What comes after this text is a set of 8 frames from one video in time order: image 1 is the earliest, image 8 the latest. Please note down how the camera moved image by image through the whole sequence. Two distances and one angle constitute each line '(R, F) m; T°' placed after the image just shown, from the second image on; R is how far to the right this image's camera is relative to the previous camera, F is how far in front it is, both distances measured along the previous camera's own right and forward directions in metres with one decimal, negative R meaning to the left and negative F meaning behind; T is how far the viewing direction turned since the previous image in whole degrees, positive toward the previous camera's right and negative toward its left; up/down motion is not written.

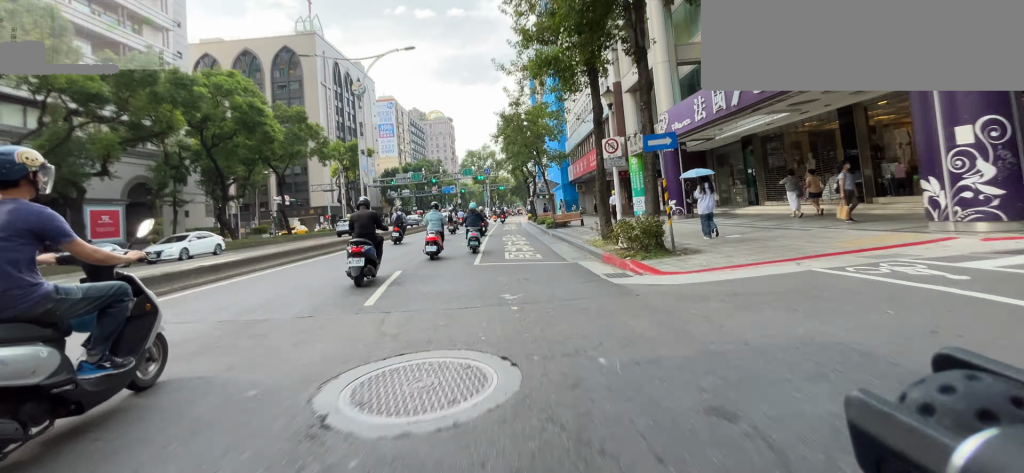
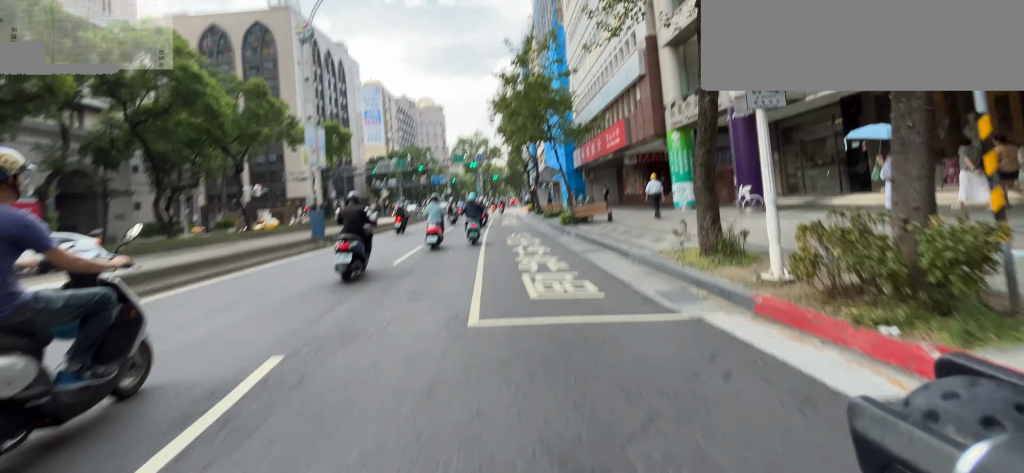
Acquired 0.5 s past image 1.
(0.0, +6.1) m; +1°
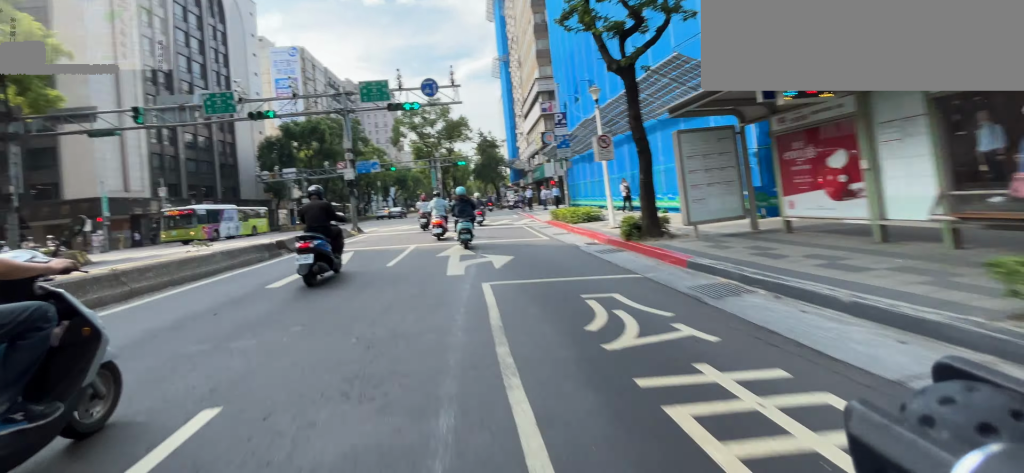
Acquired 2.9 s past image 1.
(+0.9, +31.4) m; +2°
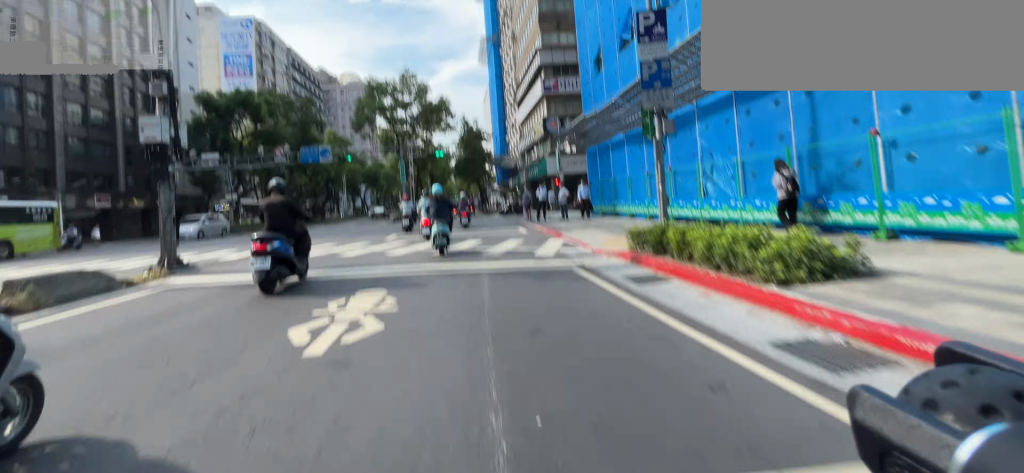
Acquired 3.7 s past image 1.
(0.0, +10.9) m; 0°
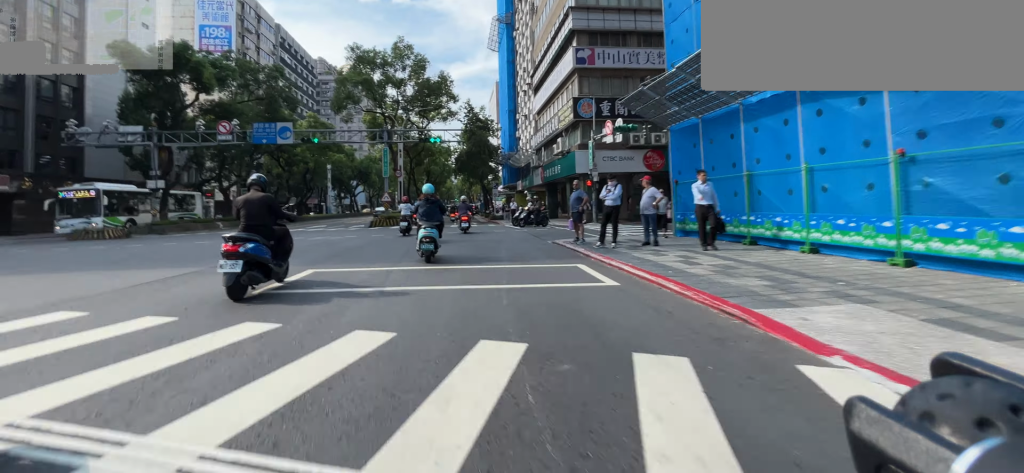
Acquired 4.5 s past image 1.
(0.0, +9.0) m; 0°
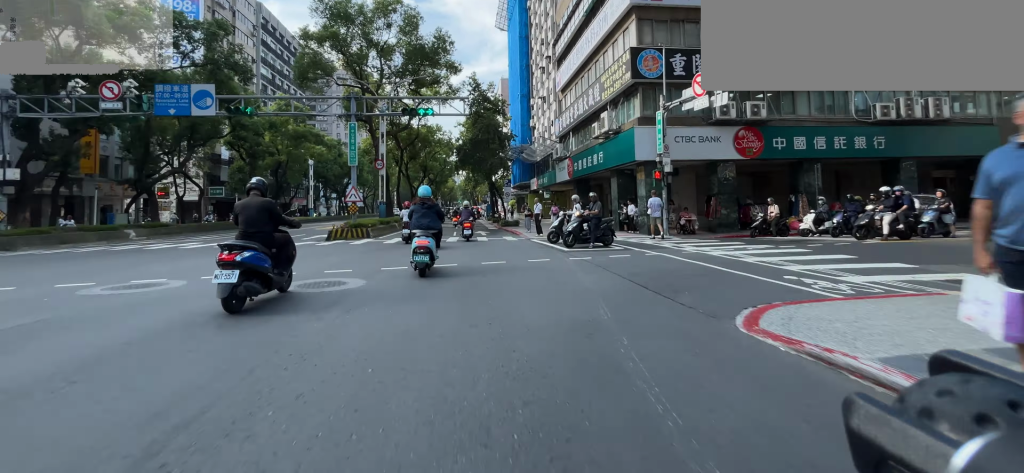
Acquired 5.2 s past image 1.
(0.0, +9.1) m; 0°
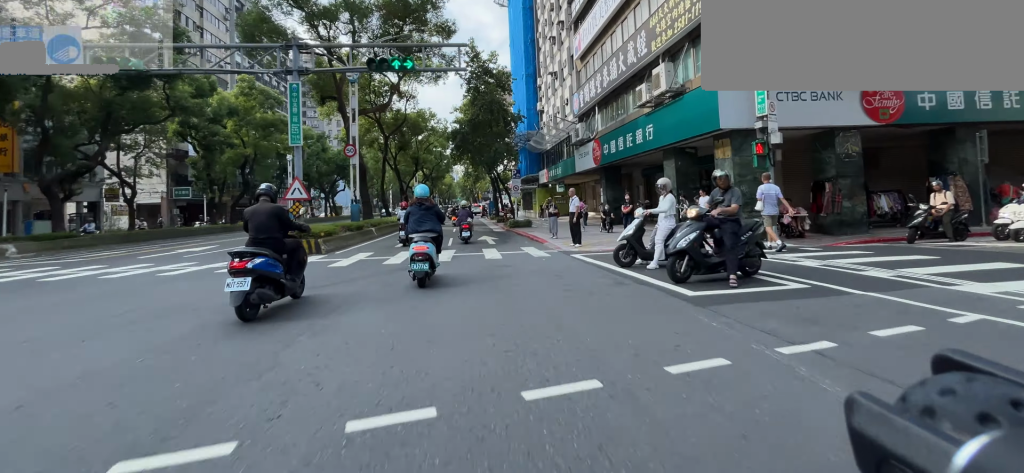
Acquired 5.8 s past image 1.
(0.0, +6.0) m; -1°
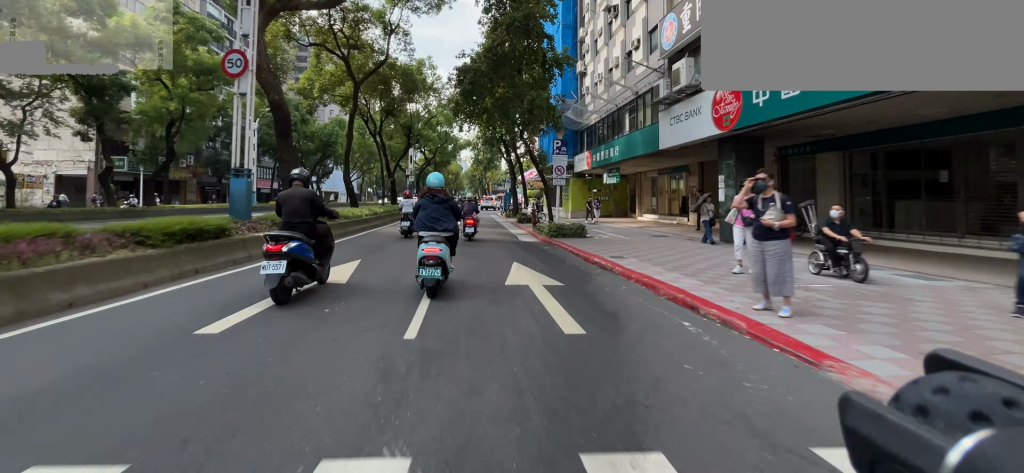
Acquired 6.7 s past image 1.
(-0.1, +10.0) m; -1°
